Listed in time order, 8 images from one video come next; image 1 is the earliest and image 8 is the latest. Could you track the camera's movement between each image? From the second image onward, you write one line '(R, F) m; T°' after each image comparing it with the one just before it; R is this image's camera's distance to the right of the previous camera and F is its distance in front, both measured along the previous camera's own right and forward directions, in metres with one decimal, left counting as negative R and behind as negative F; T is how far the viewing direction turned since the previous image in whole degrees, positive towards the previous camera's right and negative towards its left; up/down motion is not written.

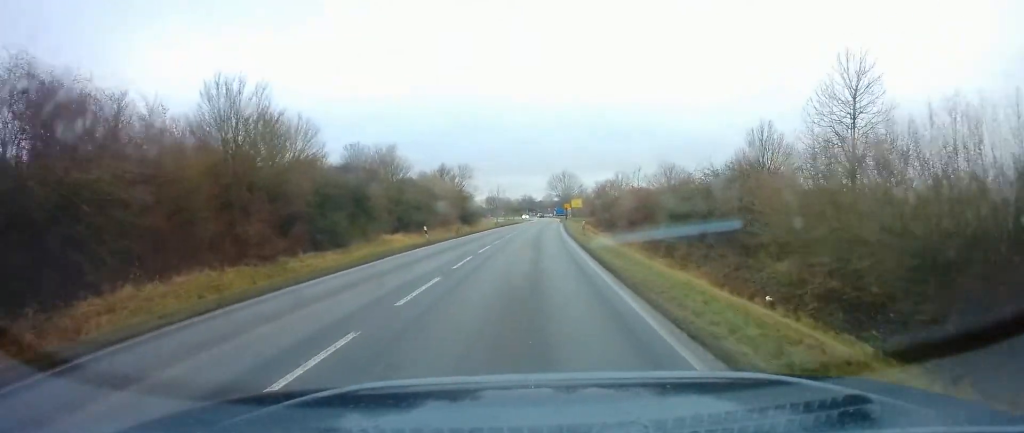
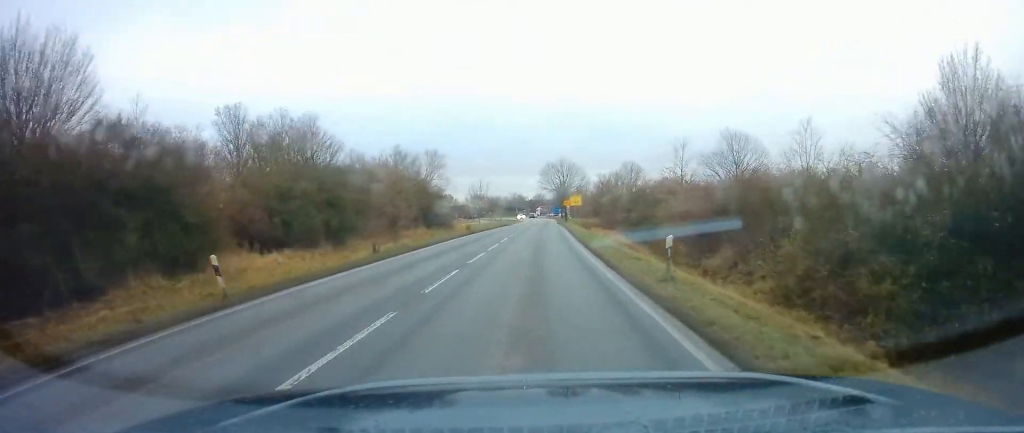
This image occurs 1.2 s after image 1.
(-0.1, +22.6) m; +1°
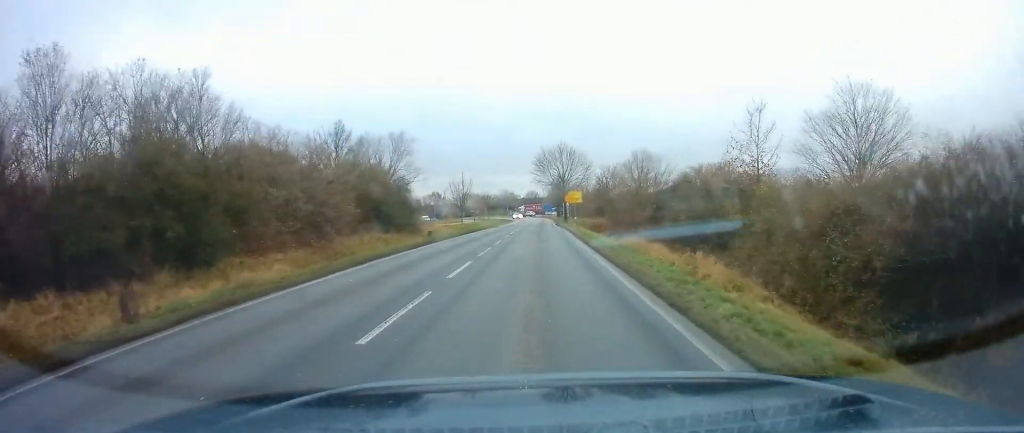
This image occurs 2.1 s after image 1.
(+0.4, +16.0) m; +1°
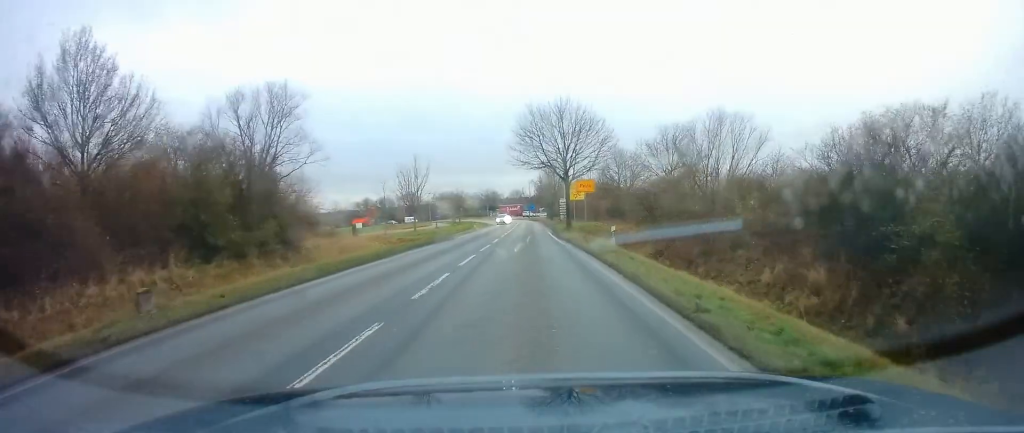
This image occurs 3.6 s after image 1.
(+0.4, +26.5) m; +2°
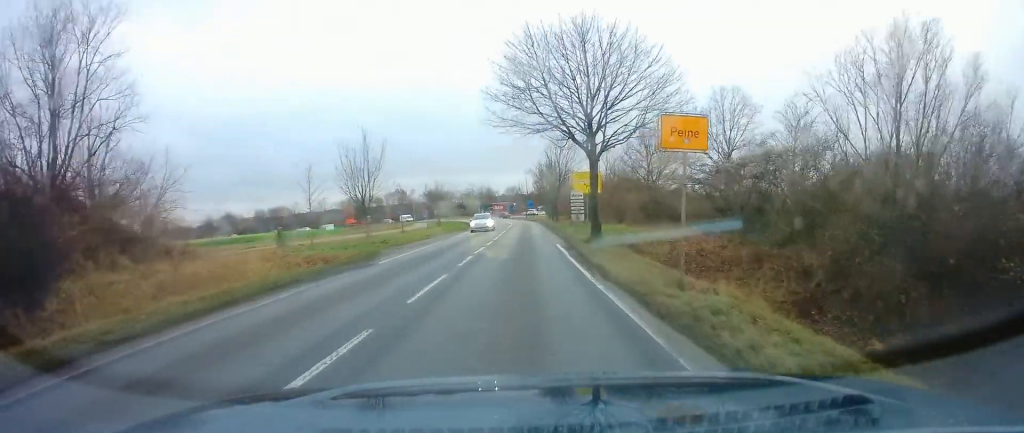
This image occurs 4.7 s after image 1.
(0.0, +18.2) m; 0°
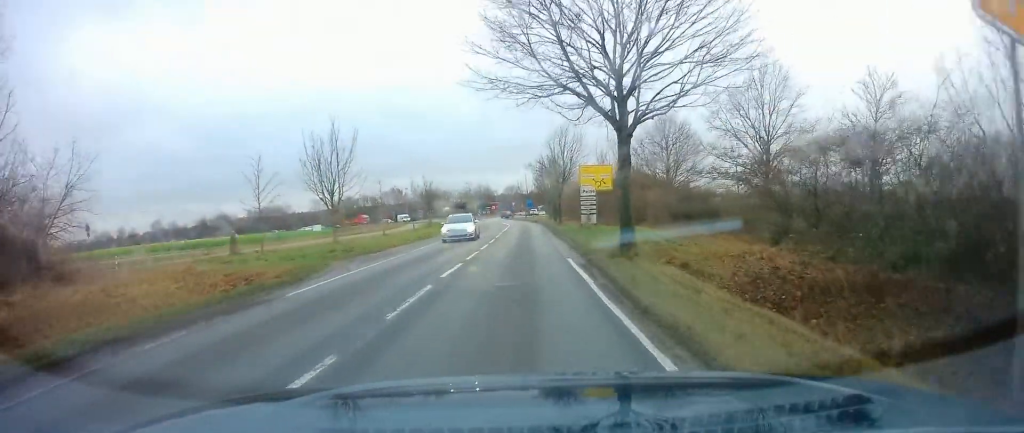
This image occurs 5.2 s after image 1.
(0.0, +7.3) m; 0°
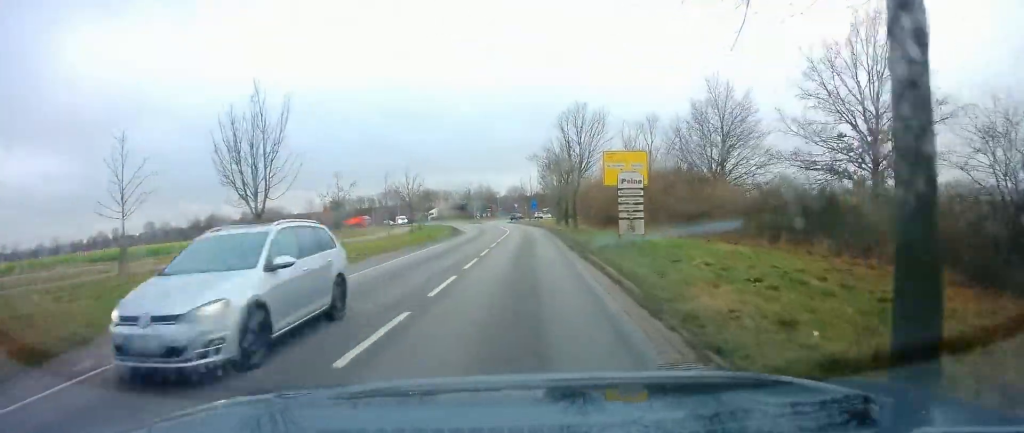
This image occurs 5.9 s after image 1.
(+0.1, +11.7) m; 0°
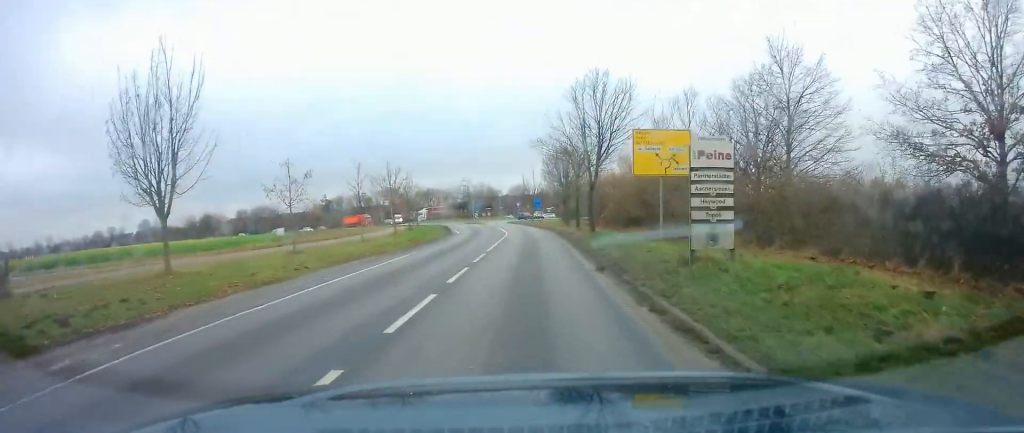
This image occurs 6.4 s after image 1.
(-0.1, +8.1) m; 0°
